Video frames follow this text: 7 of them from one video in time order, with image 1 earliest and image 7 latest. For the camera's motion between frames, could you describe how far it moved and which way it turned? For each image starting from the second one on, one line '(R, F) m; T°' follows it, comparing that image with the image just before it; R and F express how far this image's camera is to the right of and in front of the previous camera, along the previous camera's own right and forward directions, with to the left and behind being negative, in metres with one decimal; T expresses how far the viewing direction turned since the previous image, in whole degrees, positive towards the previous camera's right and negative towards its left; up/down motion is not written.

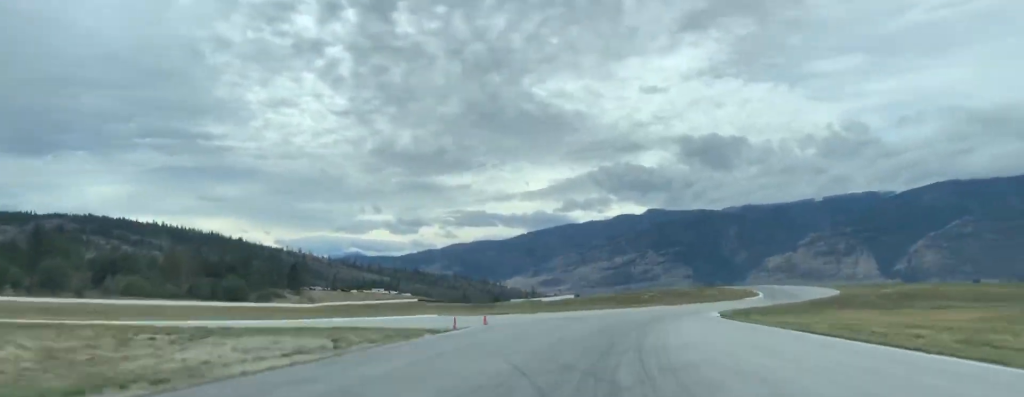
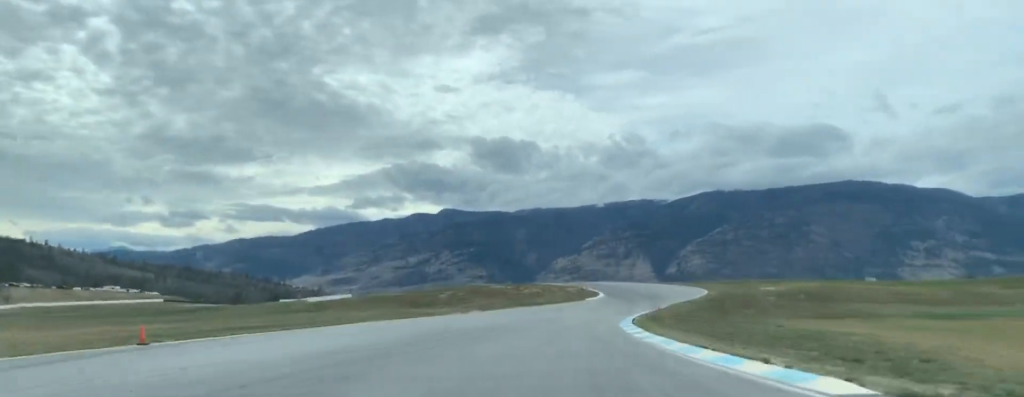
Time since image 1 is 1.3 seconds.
(+7.4, +44.6) m; +14°
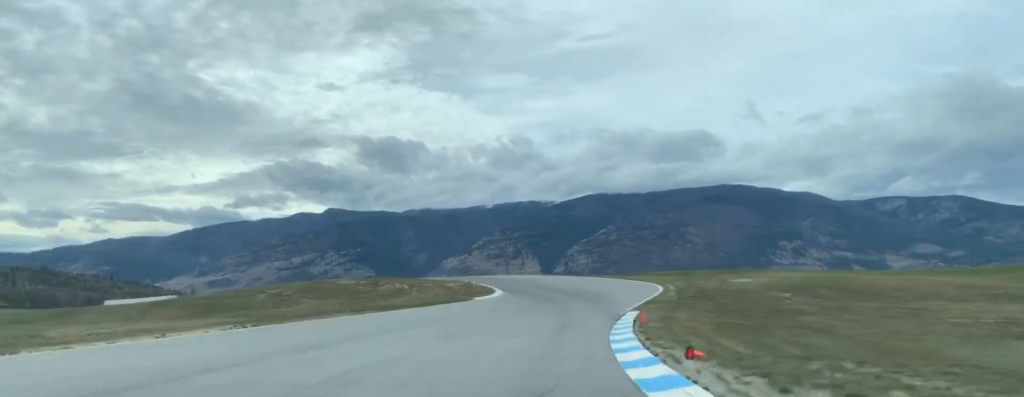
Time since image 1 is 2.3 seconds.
(+1.9, +33.7) m; +5°
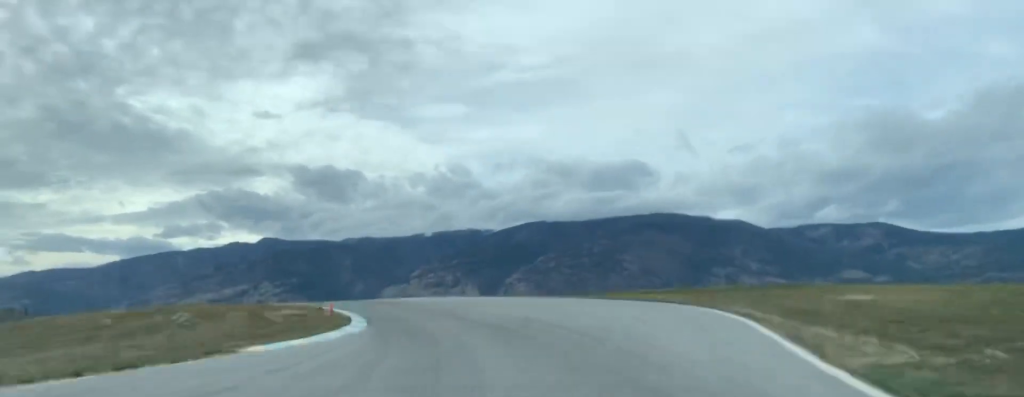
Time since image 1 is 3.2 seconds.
(+0.9, +34.1) m; -1°
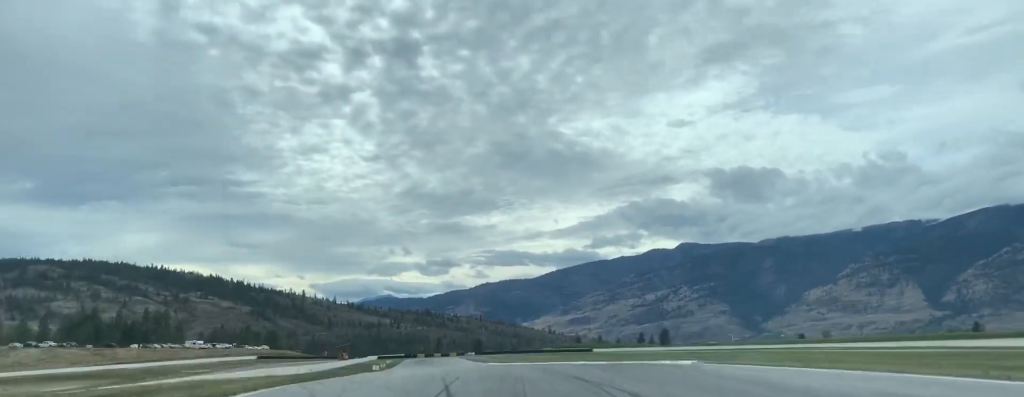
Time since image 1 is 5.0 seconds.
(-9.1, +66.7) m; -23°
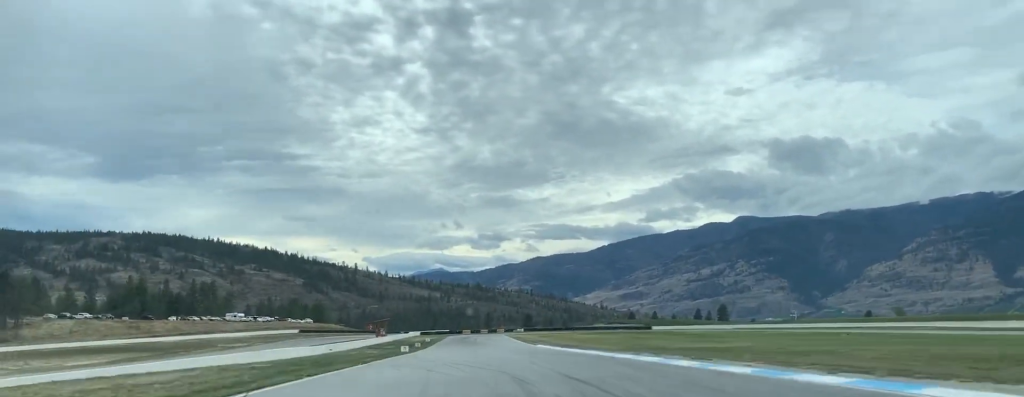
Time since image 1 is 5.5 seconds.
(-2.6, +17.4) m; -5°
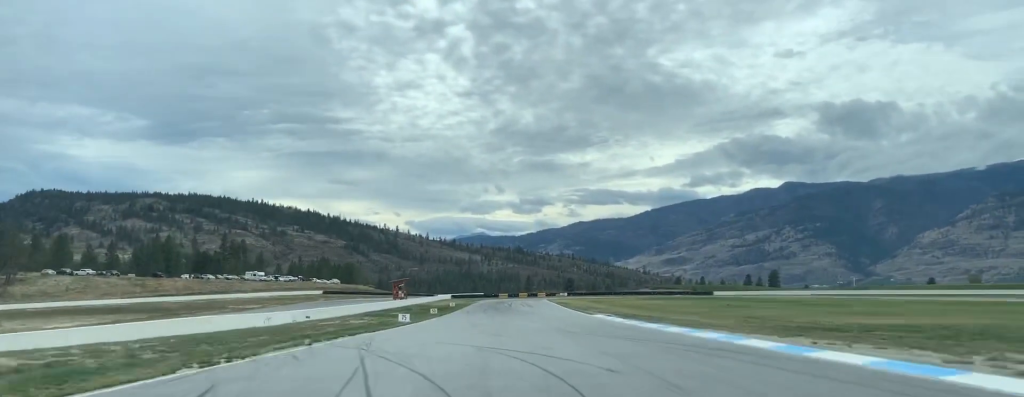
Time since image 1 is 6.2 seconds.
(-2.0, +25.8) m; -6°
